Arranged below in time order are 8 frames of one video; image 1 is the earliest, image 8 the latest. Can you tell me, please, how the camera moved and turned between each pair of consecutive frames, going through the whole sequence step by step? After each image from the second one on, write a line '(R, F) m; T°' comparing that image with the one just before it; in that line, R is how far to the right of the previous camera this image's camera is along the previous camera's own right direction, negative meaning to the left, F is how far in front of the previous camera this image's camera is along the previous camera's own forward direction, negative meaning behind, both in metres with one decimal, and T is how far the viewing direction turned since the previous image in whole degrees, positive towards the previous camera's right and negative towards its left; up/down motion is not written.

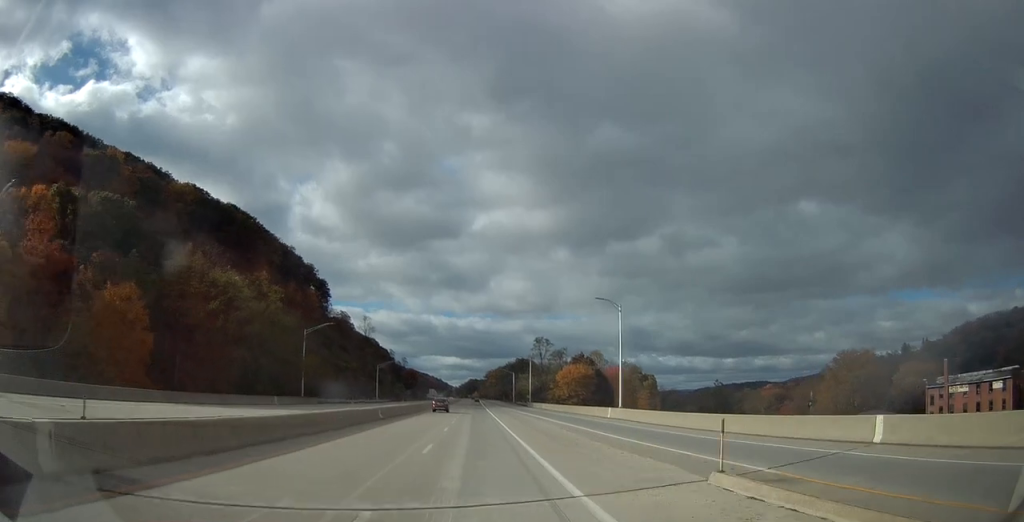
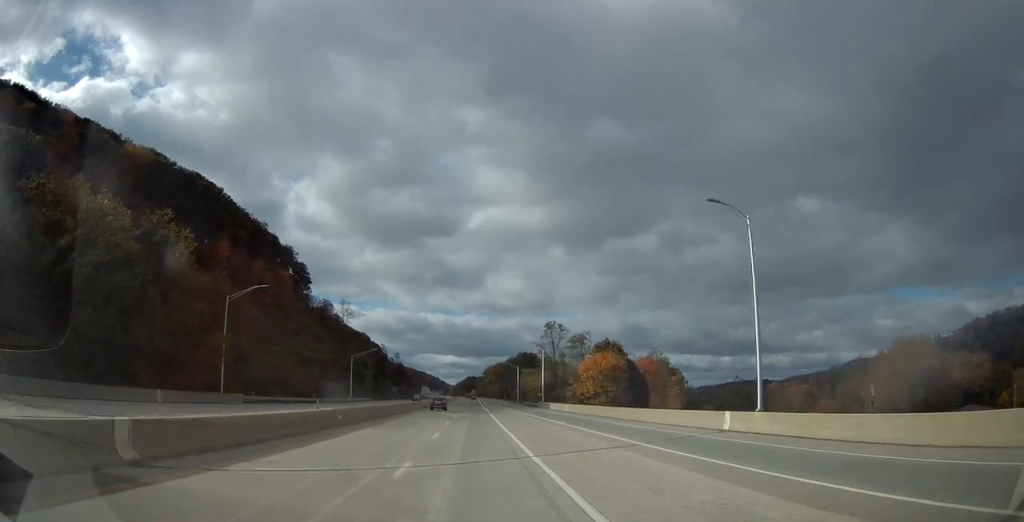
(0.0, +30.7) m; 0°
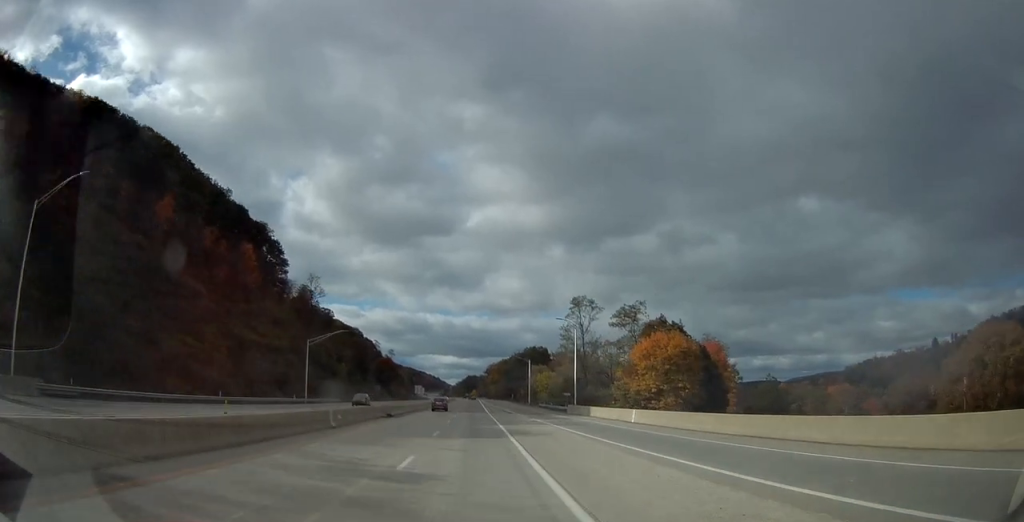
(+0.2, +35.1) m; 0°
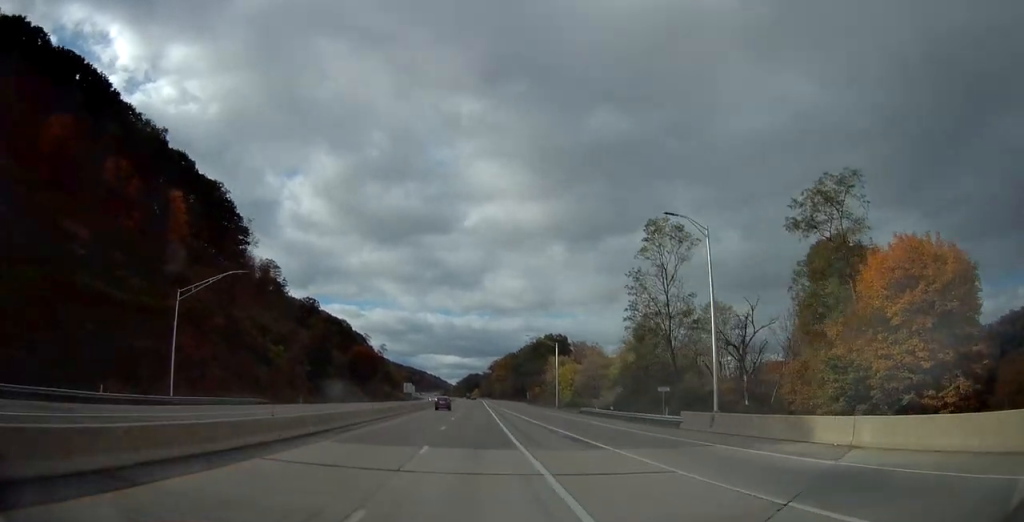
(0.0, +44.5) m; 0°
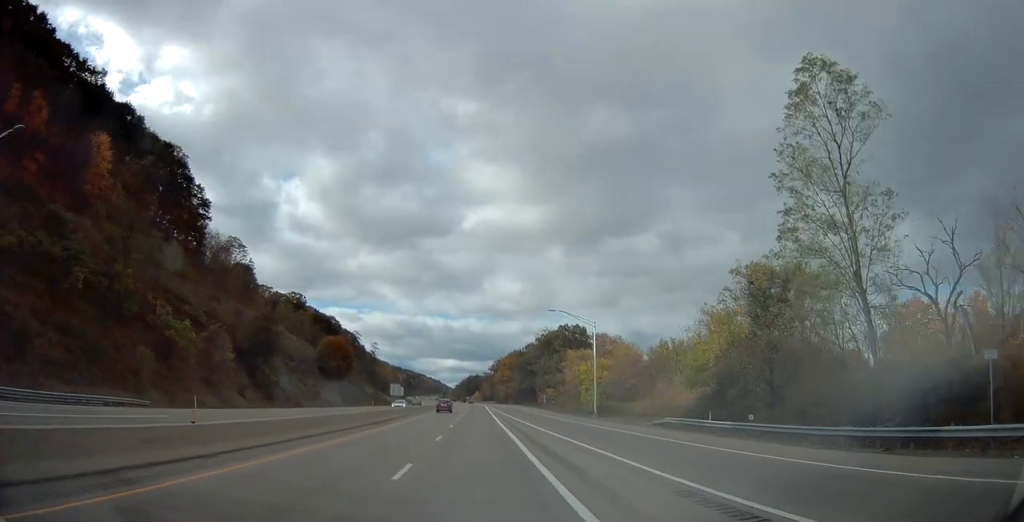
(-0.1, +31.1) m; 0°
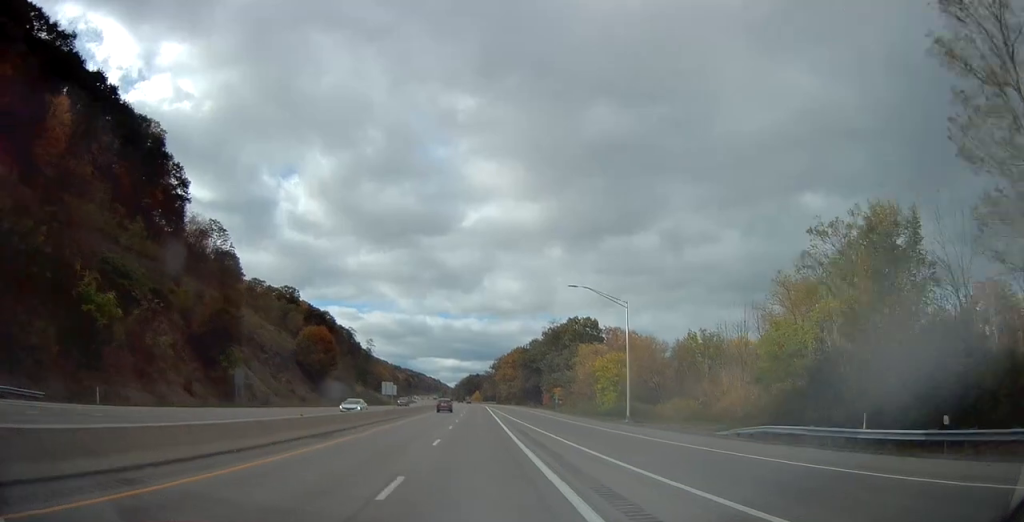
(+0.1, +14.5) m; 0°
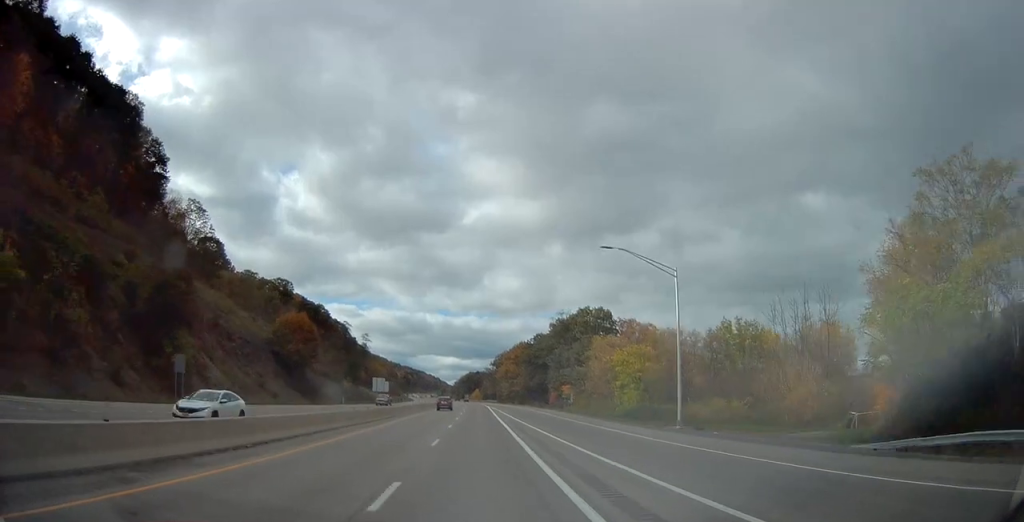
(+0.1, +13.4) m; 0°
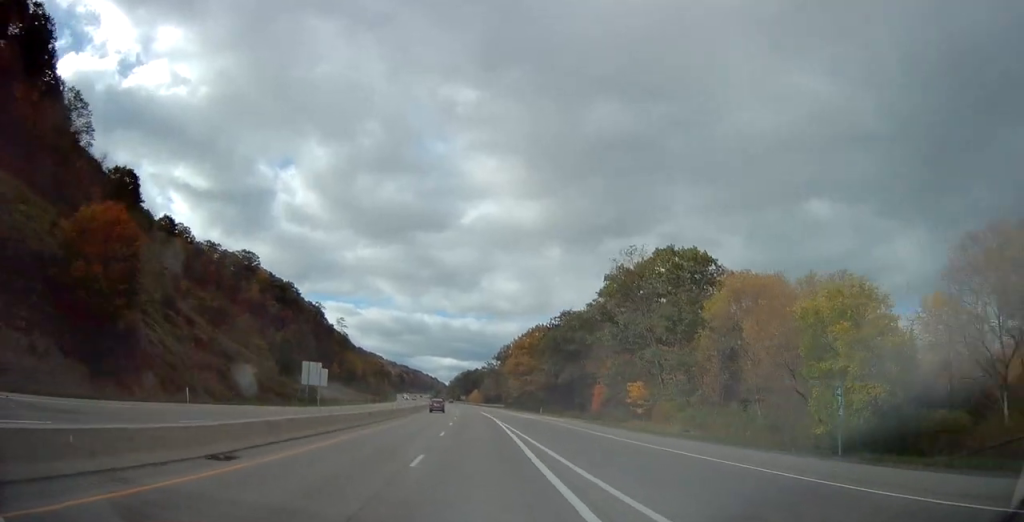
(0.0, +54.8) m; 0°
